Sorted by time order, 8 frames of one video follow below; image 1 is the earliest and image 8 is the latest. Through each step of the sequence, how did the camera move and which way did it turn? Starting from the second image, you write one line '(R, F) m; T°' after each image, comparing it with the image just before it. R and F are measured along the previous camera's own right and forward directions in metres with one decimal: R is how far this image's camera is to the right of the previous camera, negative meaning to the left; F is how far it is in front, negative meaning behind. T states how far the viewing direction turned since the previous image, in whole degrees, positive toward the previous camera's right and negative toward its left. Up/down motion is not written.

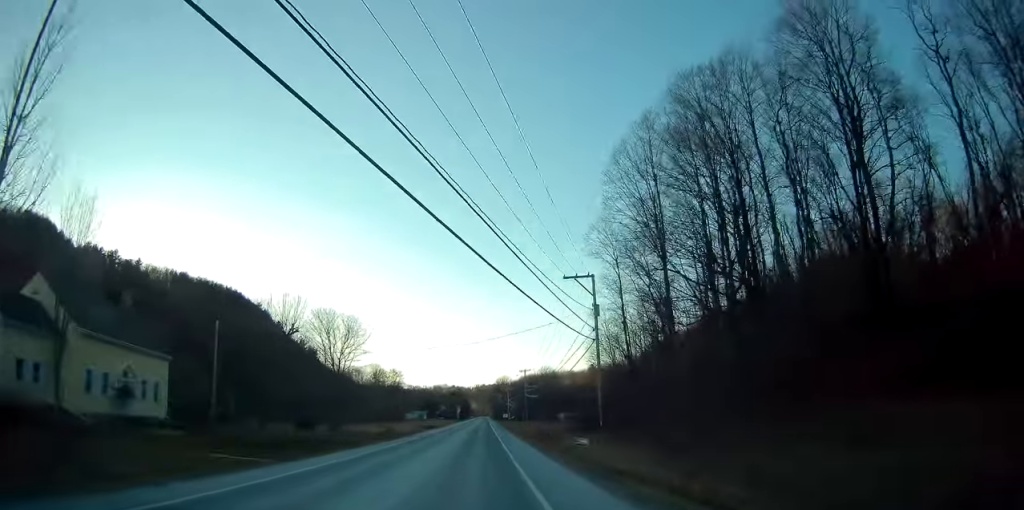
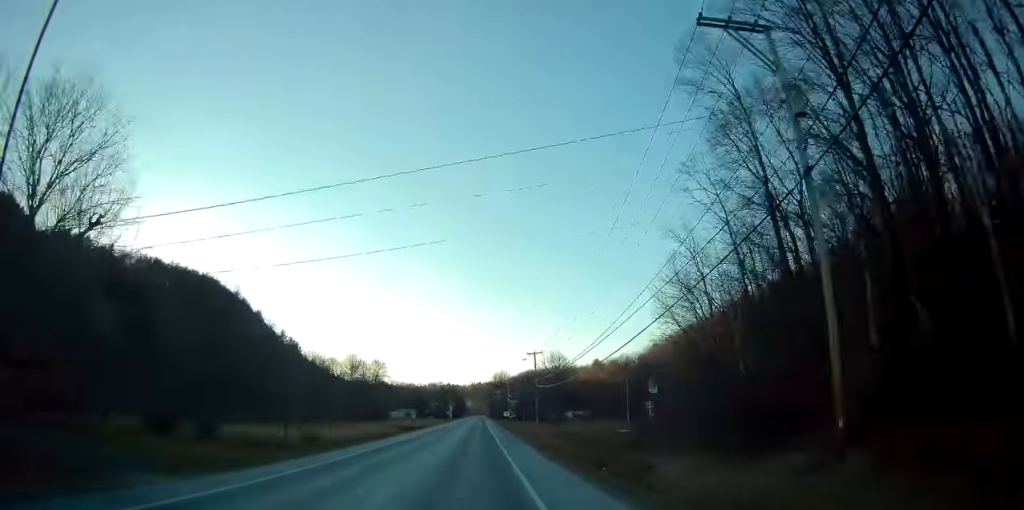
(0.0, +31.2) m; 0°
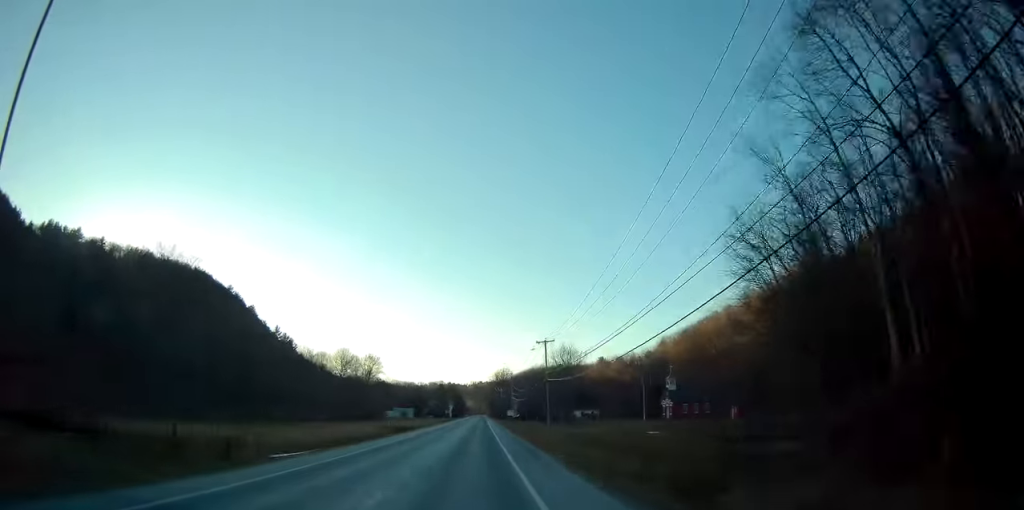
(-0.1, +13.3) m; 0°
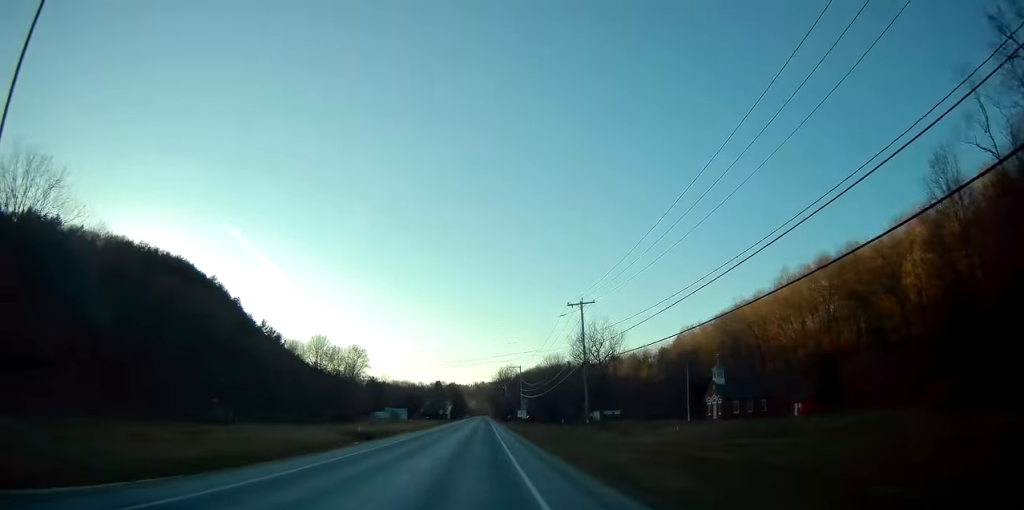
(+0.1, +26.8) m; 0°
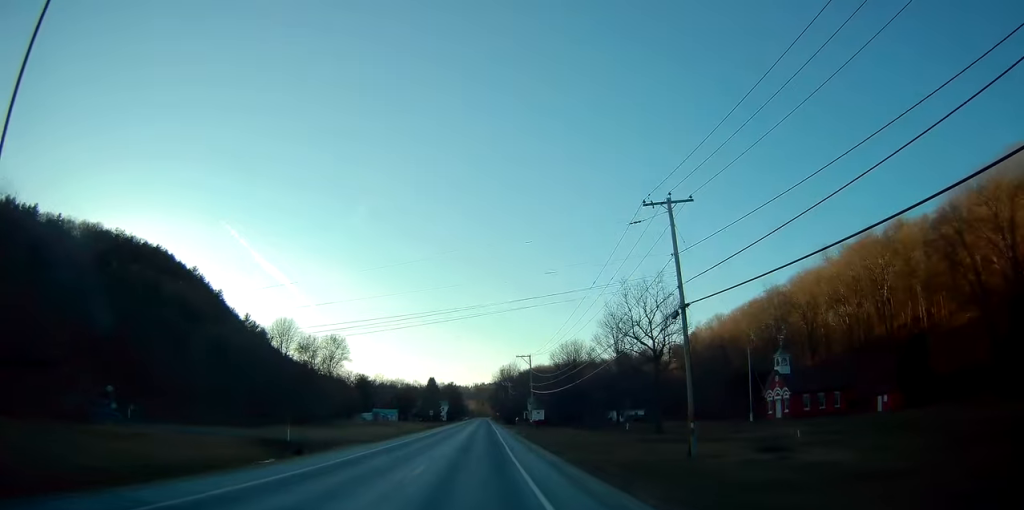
(-0.1, +24.8) m; 0°
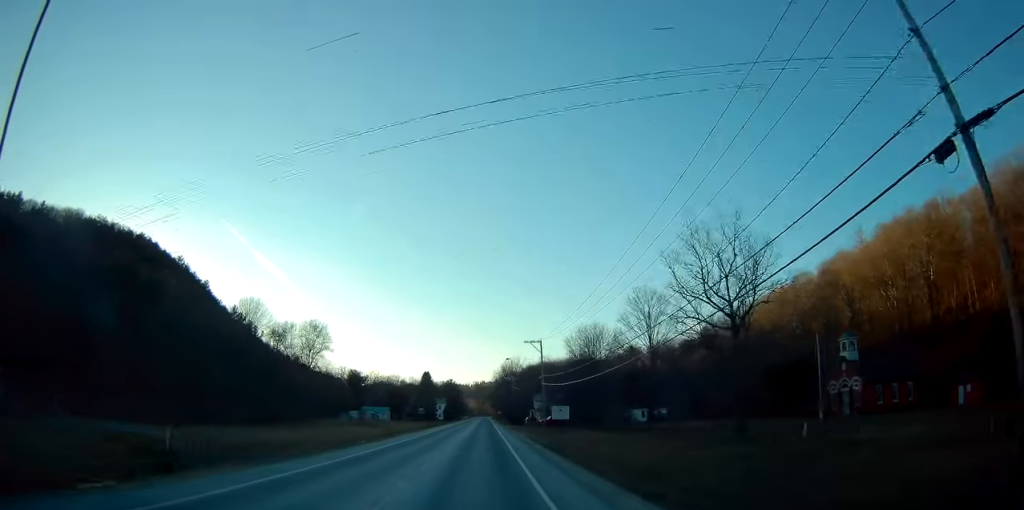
(+0.1, +17.5) m; 0°
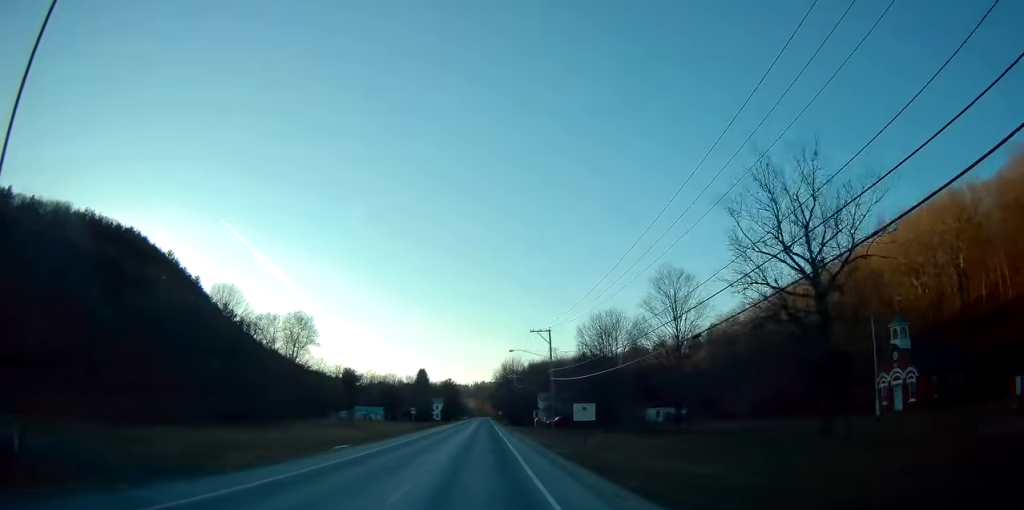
(0.0, +10.5) m; 0°
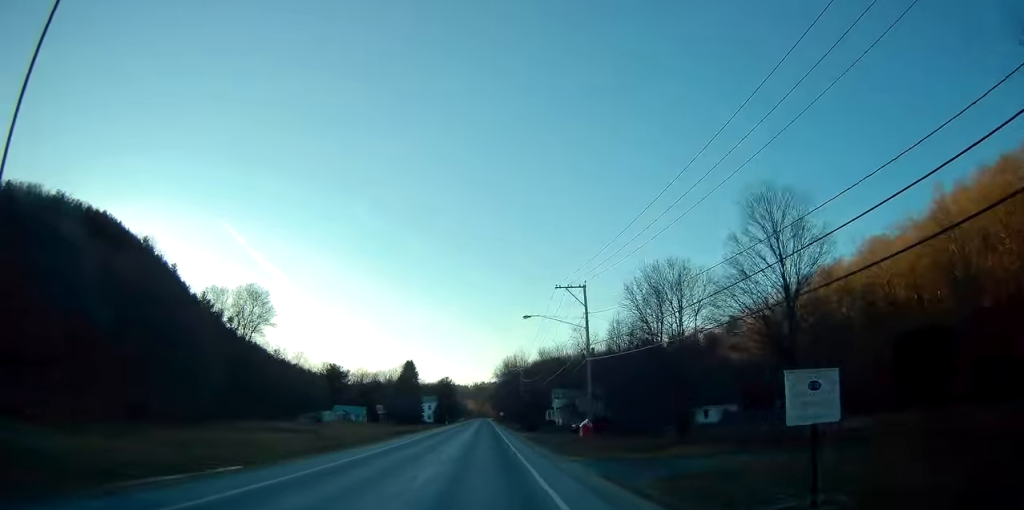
(0.0, +24.4) m; 0°
